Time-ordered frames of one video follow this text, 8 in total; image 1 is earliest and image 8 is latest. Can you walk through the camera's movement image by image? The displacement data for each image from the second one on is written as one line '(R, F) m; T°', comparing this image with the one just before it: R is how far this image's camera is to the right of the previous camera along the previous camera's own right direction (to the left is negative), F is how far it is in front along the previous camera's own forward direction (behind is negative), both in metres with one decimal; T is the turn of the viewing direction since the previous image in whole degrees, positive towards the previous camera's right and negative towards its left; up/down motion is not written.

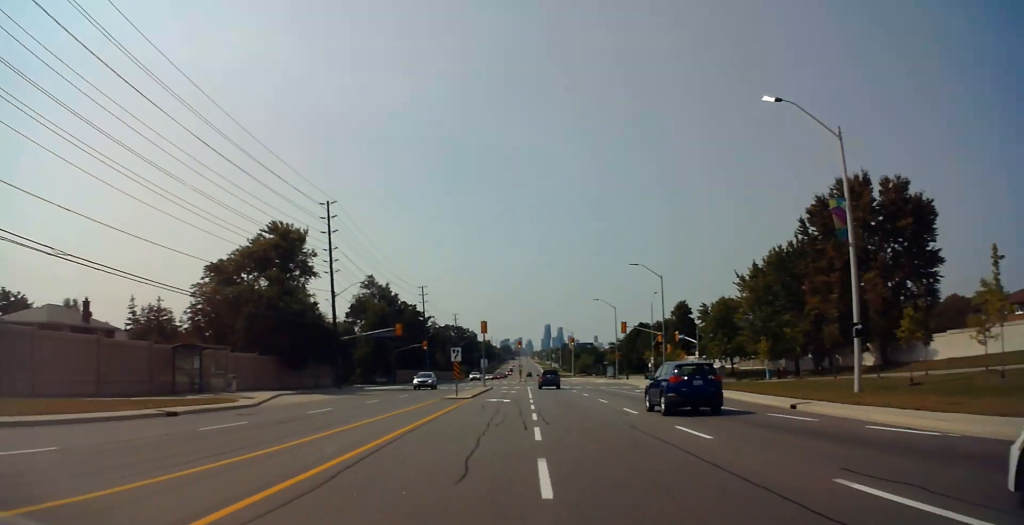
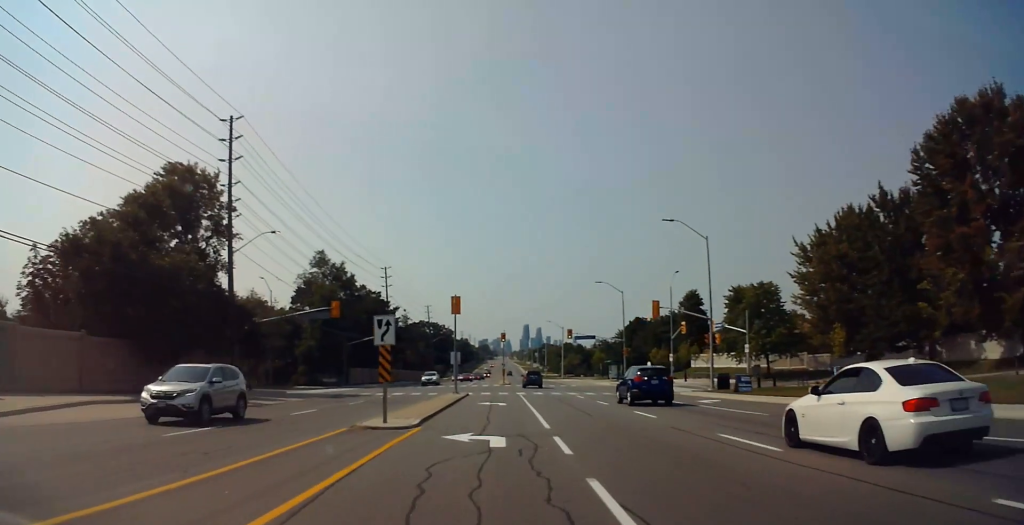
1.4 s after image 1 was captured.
(-0.3, +21.7) m; 0°
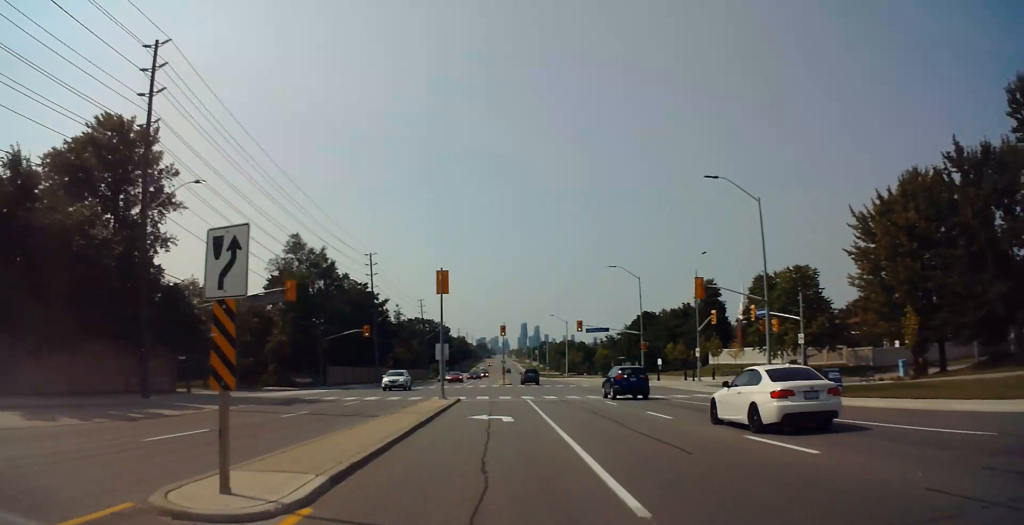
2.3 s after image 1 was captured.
(+0.1, +11.6) m; +1°
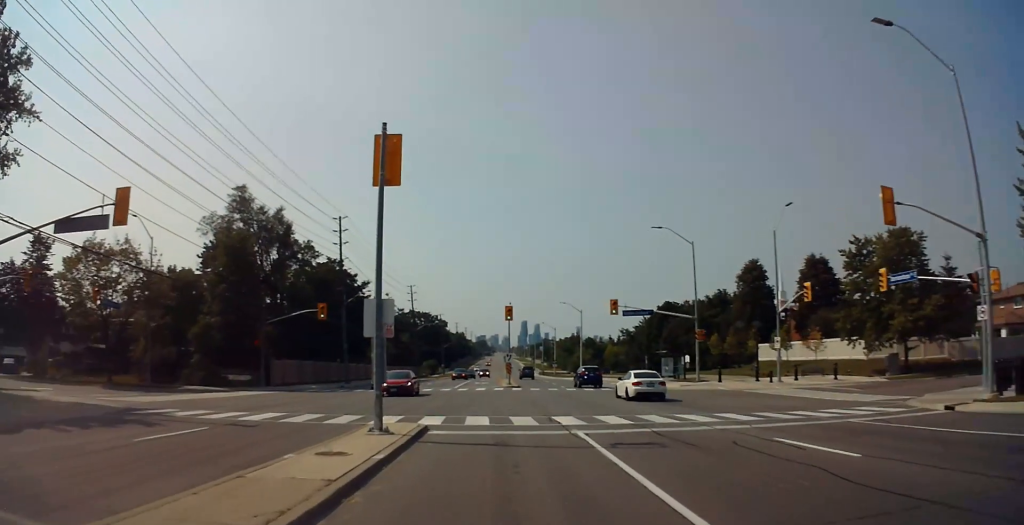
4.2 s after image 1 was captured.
(0.0, +22.5) m; -1°
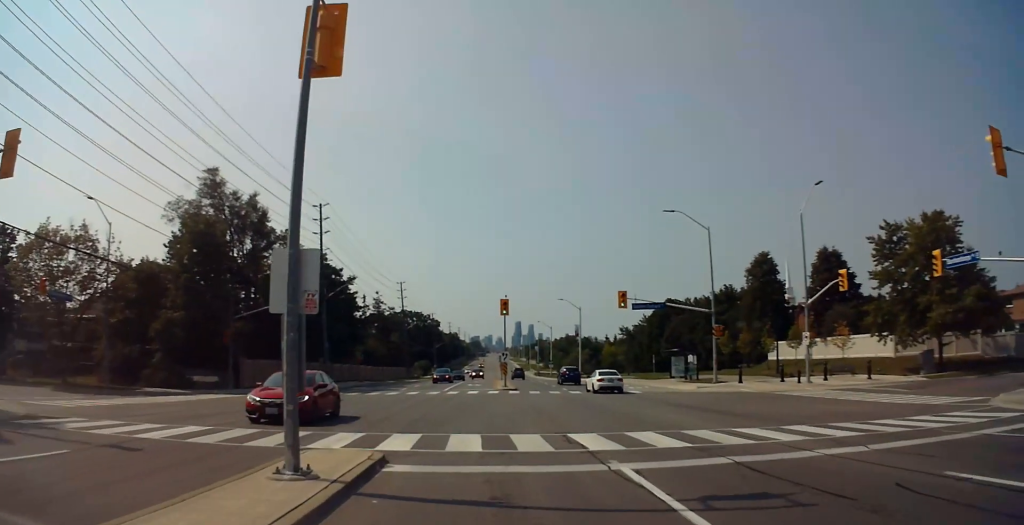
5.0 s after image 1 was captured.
(-0.1, +7.2) m; 0°
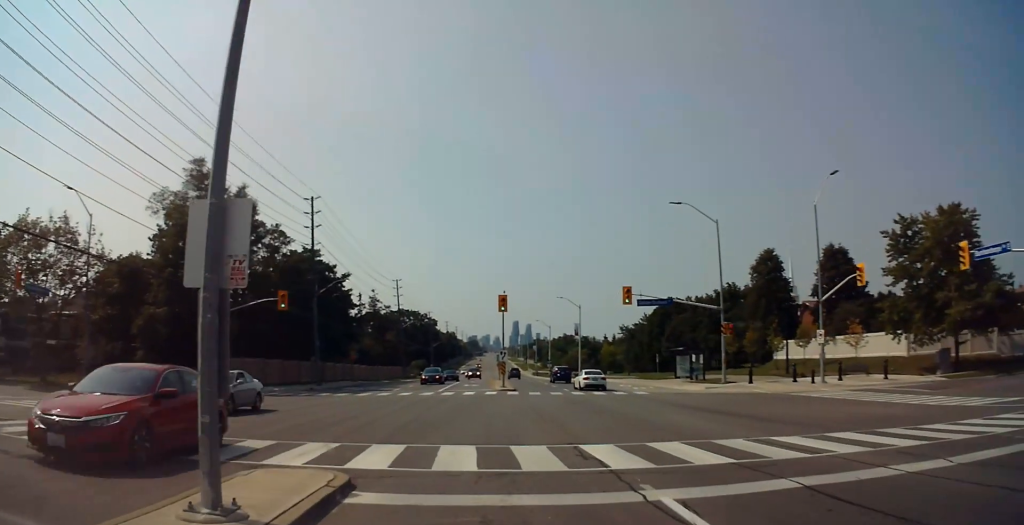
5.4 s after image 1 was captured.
(+0.1, +3.0) m; 0°
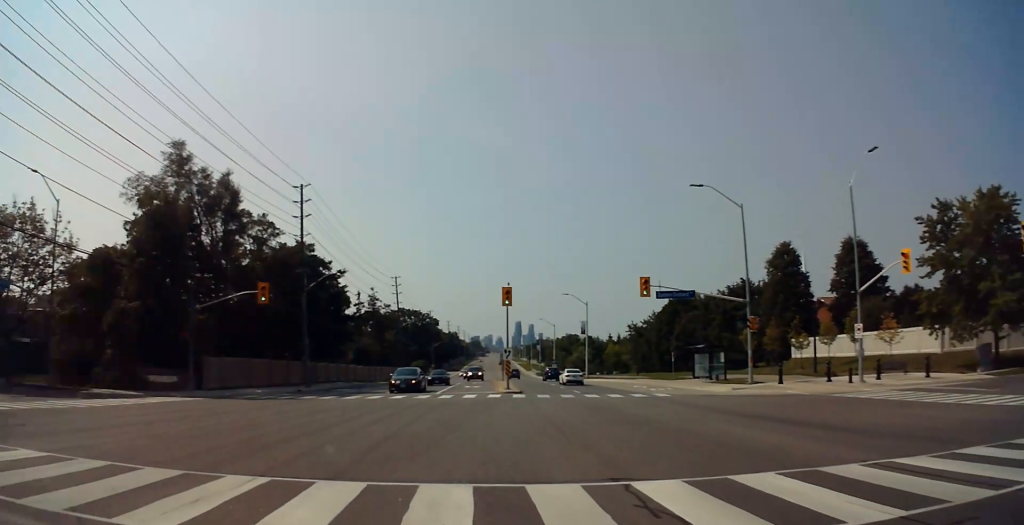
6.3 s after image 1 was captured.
(0.0, +5.9) m; +1°
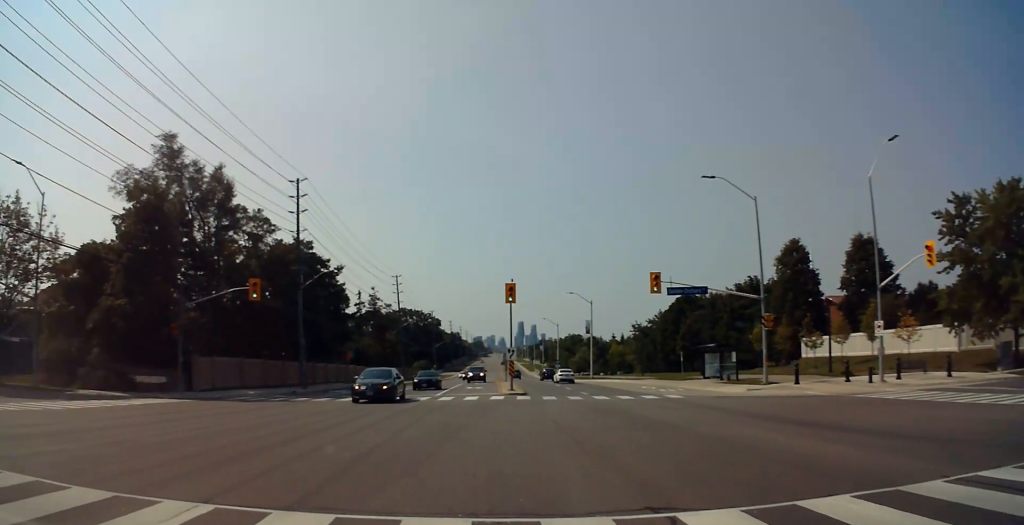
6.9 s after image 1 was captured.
(-0.1, +3.0) m; +1°
